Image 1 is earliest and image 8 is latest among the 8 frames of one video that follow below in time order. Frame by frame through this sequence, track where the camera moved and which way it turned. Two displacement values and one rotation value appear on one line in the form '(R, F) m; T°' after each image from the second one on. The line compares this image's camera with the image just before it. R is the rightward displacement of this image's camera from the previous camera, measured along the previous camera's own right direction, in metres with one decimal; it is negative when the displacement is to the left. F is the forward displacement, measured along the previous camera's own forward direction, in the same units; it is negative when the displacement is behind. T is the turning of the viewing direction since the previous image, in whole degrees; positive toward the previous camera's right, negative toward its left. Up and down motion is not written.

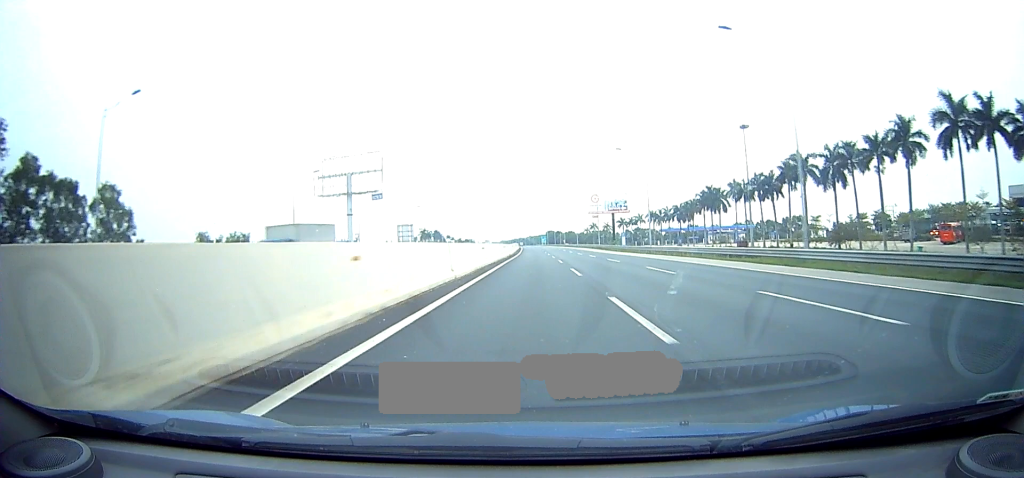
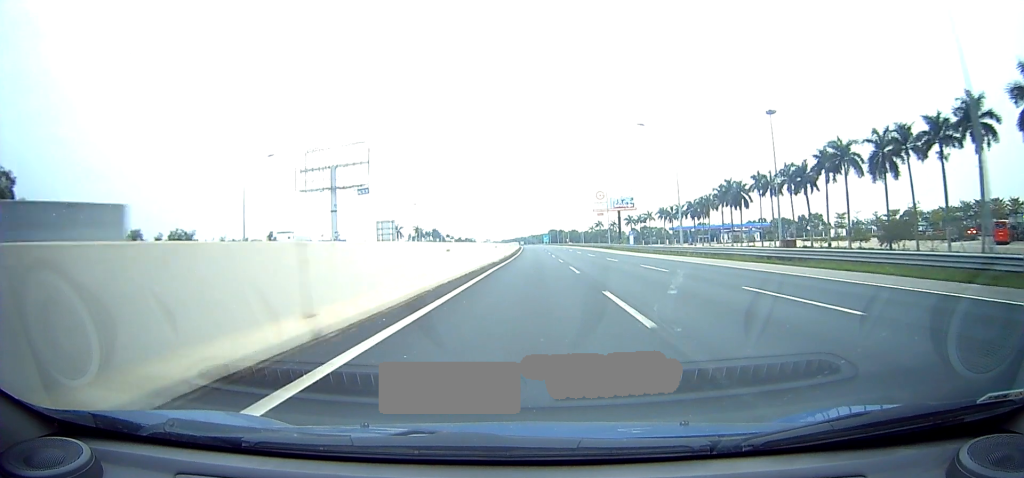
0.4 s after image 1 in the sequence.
(0.0, +15.7) m; 0°
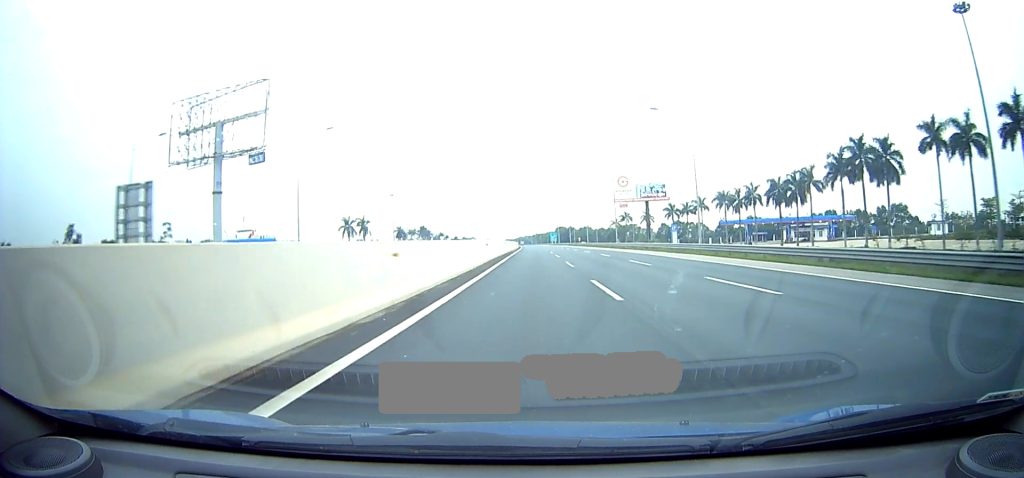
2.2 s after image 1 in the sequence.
(0.0, +58.4) m; 0°
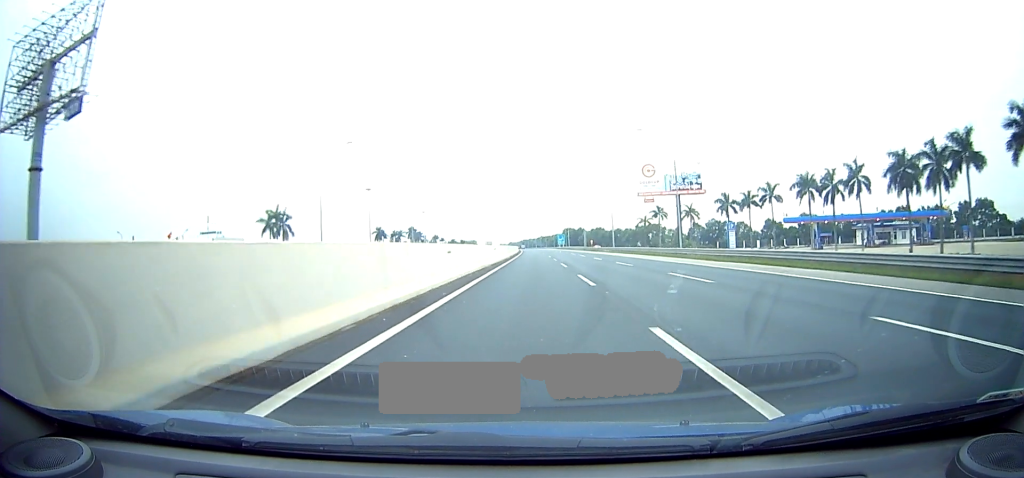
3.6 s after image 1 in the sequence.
(-0.2, +38.3) m; -1°
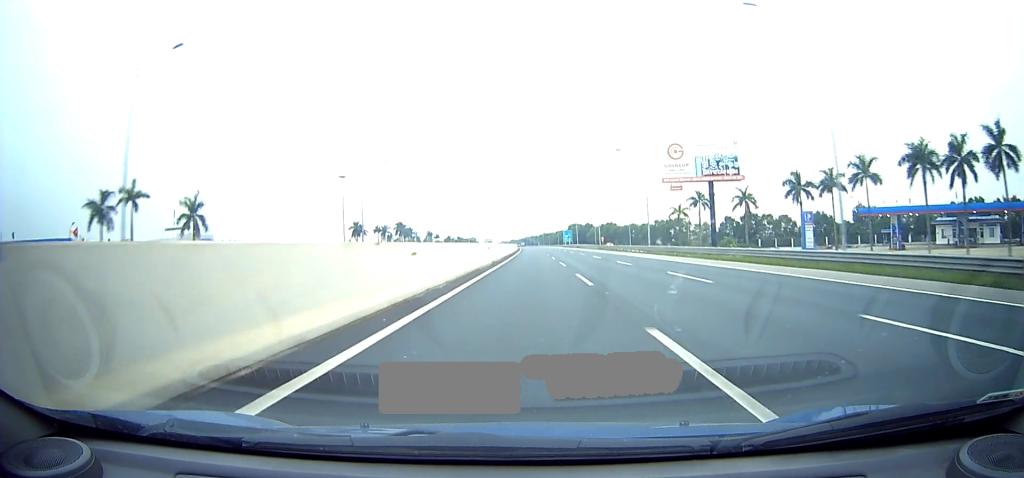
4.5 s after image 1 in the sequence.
(-0.4, +25.3) m; -1°
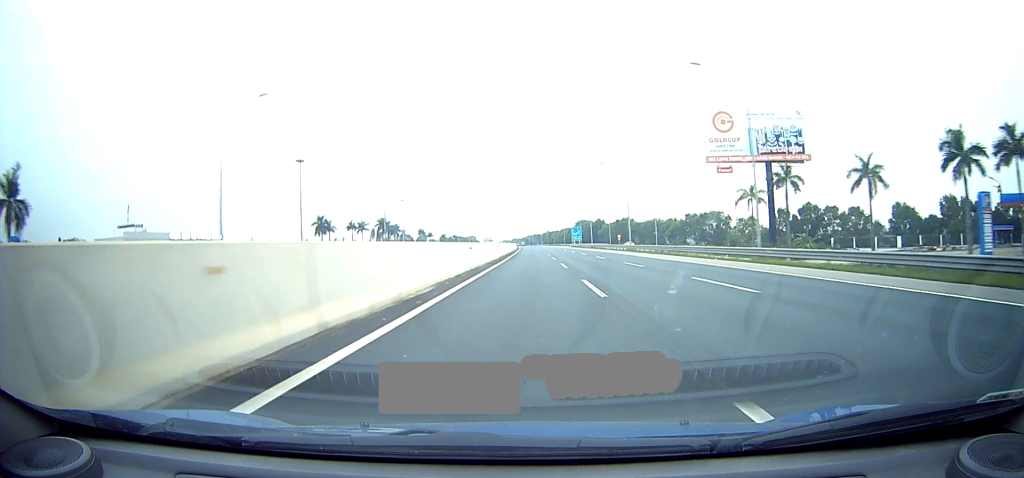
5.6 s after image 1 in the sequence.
(-0.3, +28.5) m; 0°
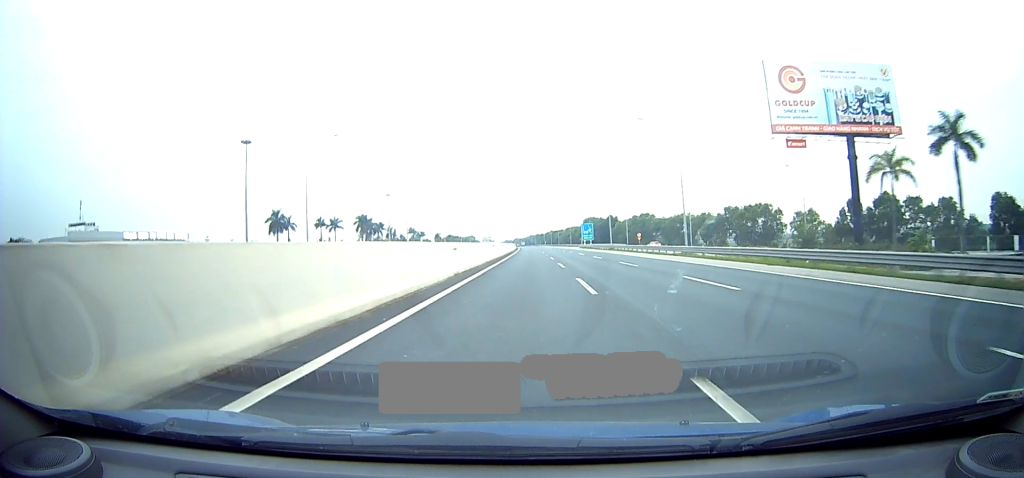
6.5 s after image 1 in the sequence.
(+0.2, +24.5) m; +1°
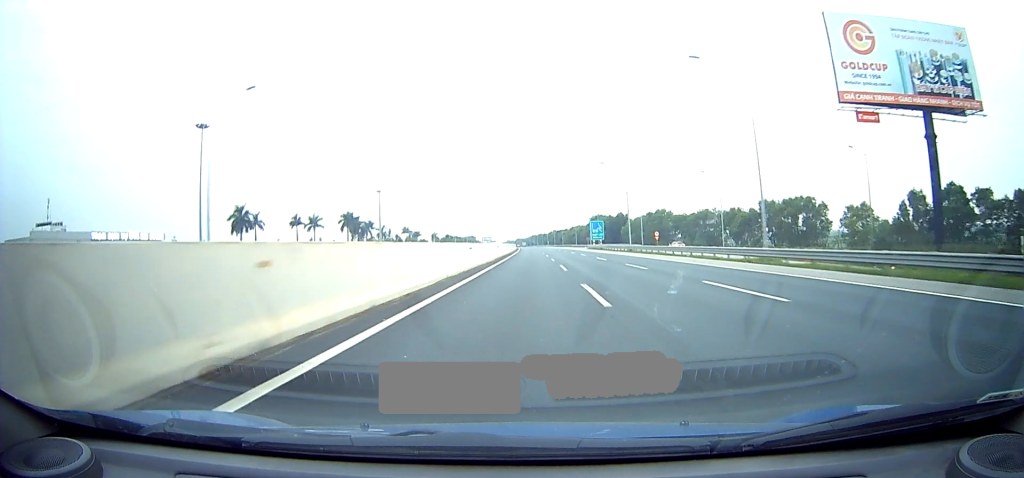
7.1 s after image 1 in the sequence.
(+0.3, +16.8) m; +1°
